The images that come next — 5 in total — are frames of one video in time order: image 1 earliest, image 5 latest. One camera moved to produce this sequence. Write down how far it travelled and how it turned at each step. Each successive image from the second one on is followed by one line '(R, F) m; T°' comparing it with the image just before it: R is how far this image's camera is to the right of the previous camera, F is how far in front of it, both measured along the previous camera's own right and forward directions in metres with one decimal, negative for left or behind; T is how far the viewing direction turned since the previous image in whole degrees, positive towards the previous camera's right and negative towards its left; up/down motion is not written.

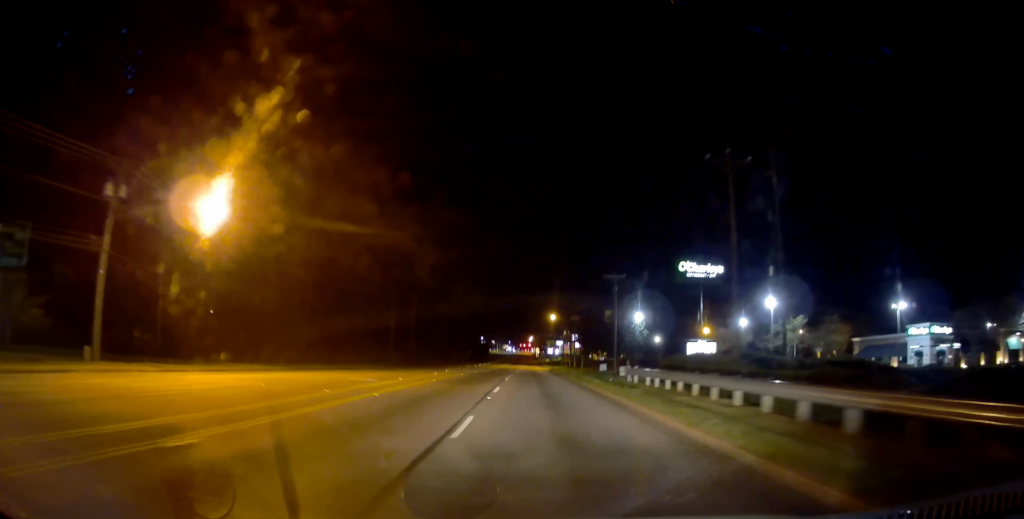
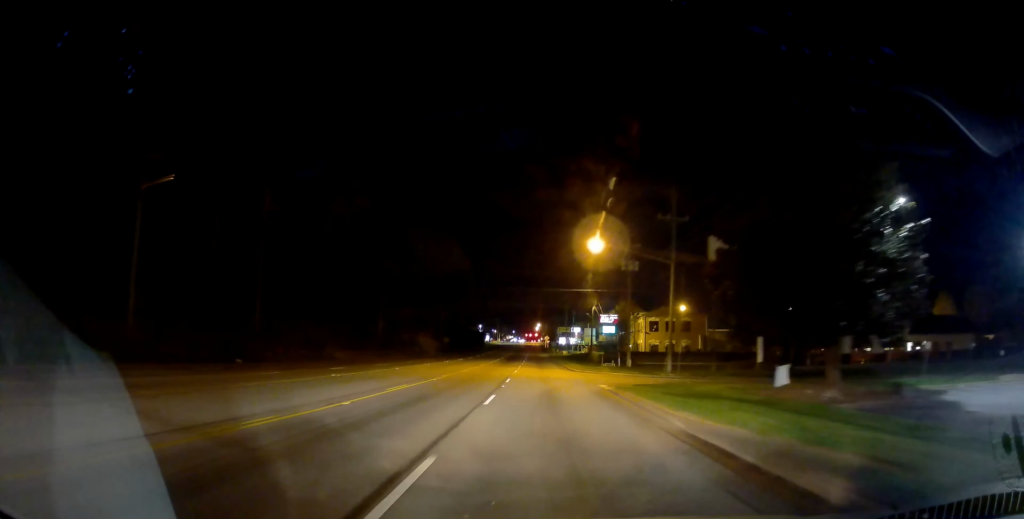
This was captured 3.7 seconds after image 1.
(+0.7, +64.4) m; -1°
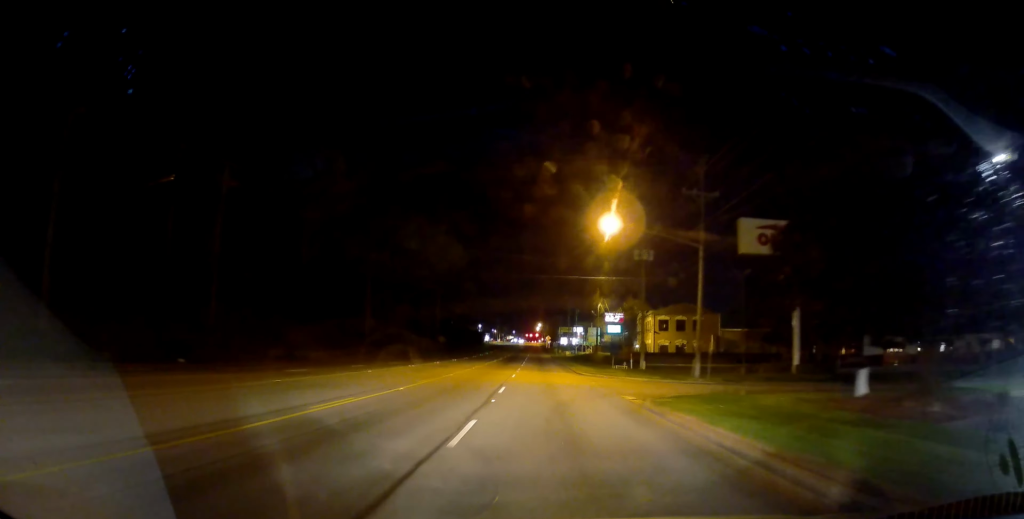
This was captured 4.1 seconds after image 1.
(-0.4, +7.1) m; 0°
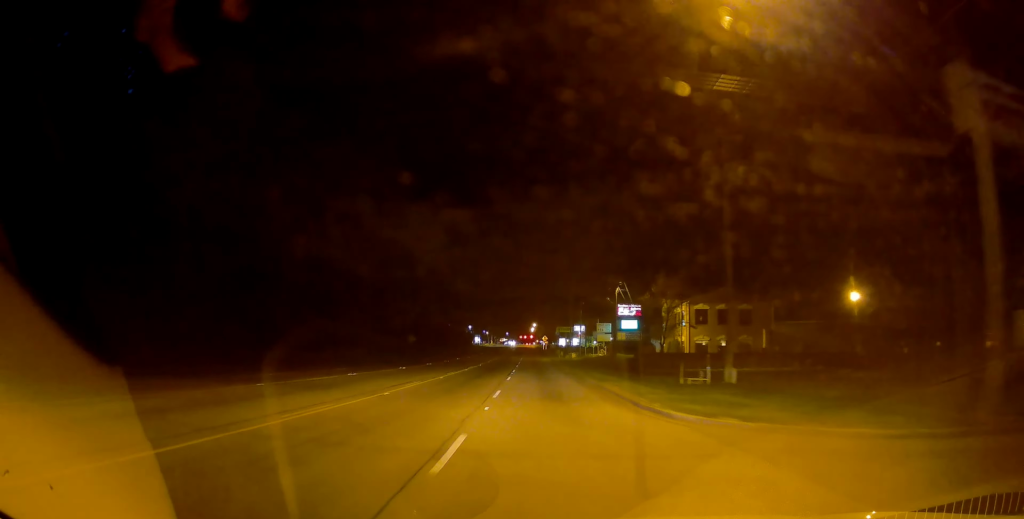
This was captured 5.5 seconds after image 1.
(+1.0, +25.2) m; +3°
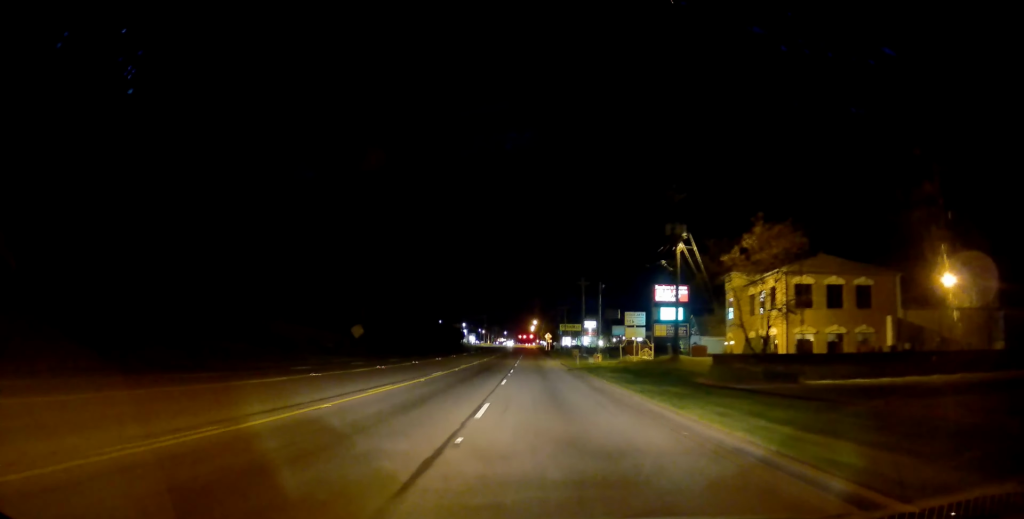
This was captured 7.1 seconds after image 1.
(-0.6, +28.9) m; -1°
